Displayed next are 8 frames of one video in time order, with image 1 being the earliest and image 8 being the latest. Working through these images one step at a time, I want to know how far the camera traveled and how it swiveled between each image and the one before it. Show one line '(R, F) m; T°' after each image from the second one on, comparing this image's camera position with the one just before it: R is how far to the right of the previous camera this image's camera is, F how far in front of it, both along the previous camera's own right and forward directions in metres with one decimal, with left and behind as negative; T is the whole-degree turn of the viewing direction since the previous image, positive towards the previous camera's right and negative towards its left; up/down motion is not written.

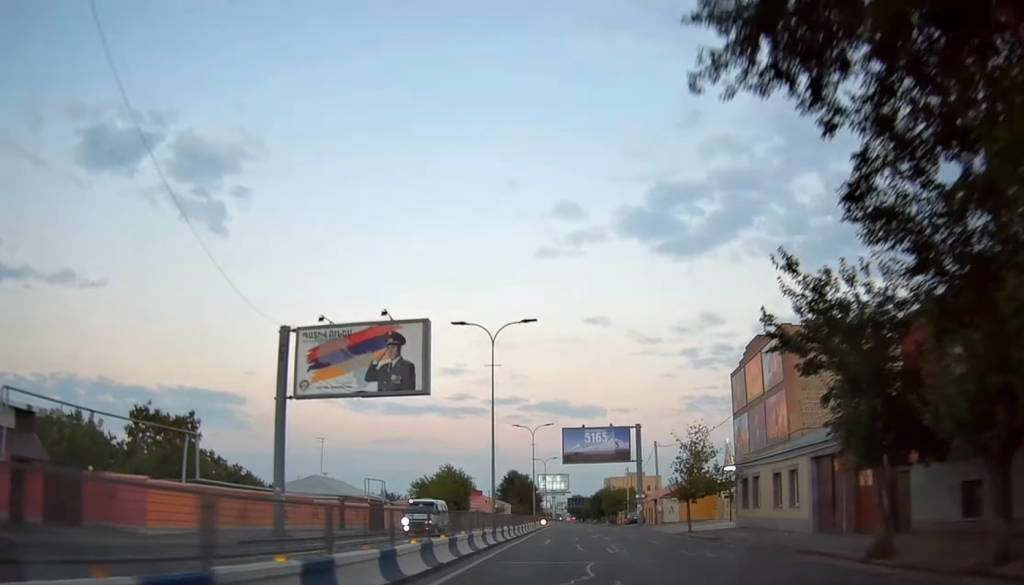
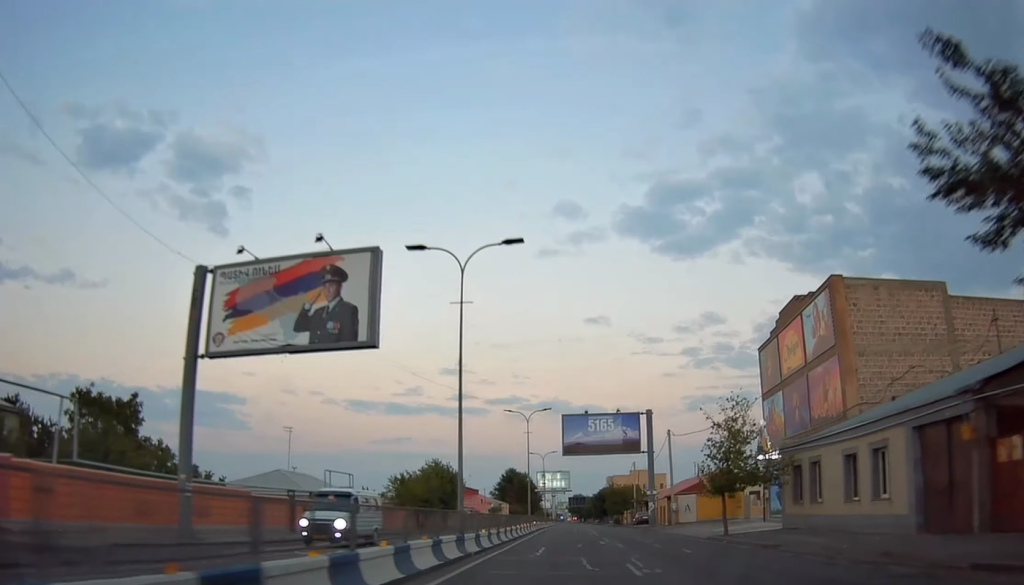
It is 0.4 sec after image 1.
(0.0, +8.6) m; -1°
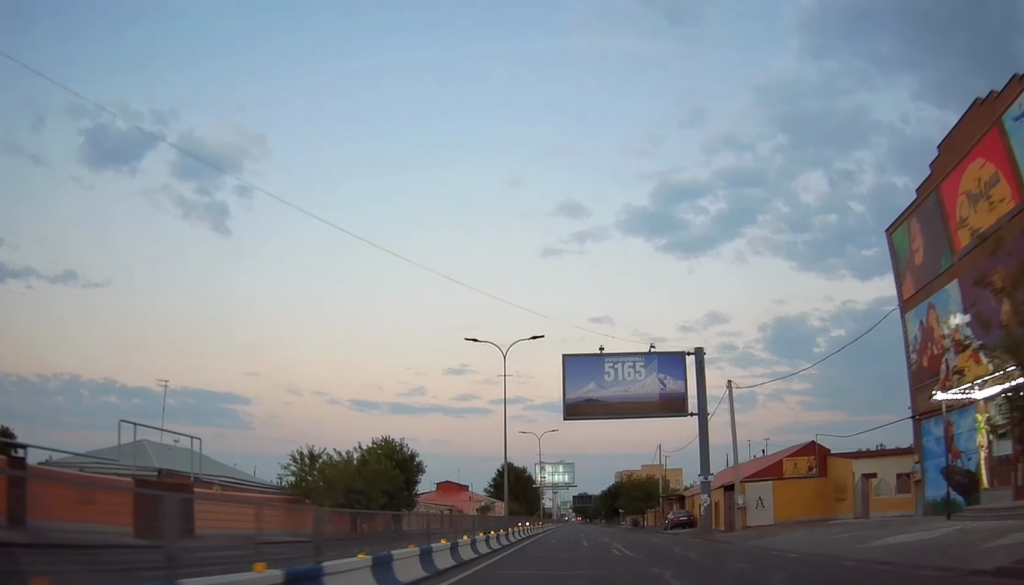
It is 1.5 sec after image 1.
(-0.2, +21.3) m; -1°
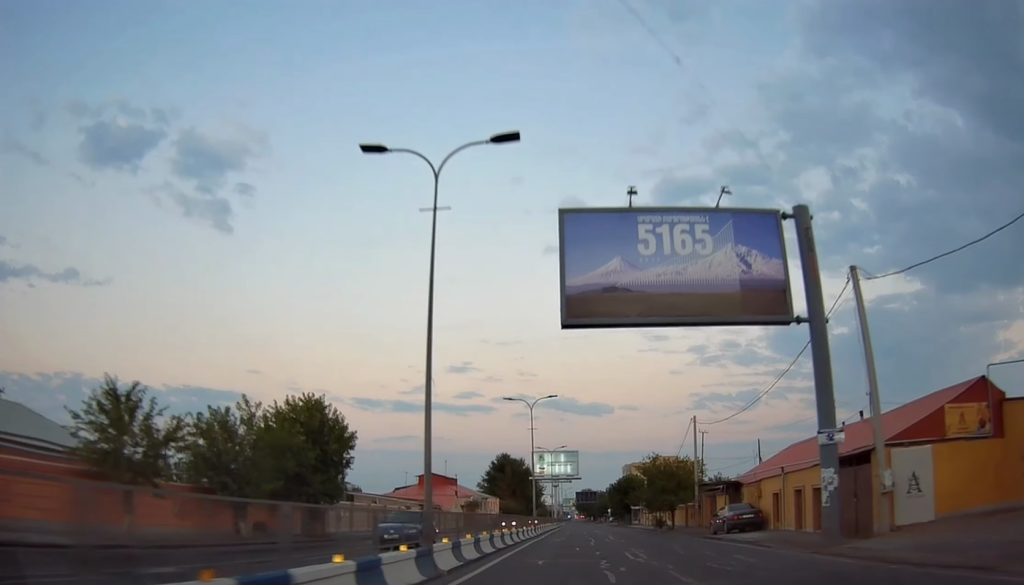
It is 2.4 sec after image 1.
(-0.3, +16.7) m; 0°
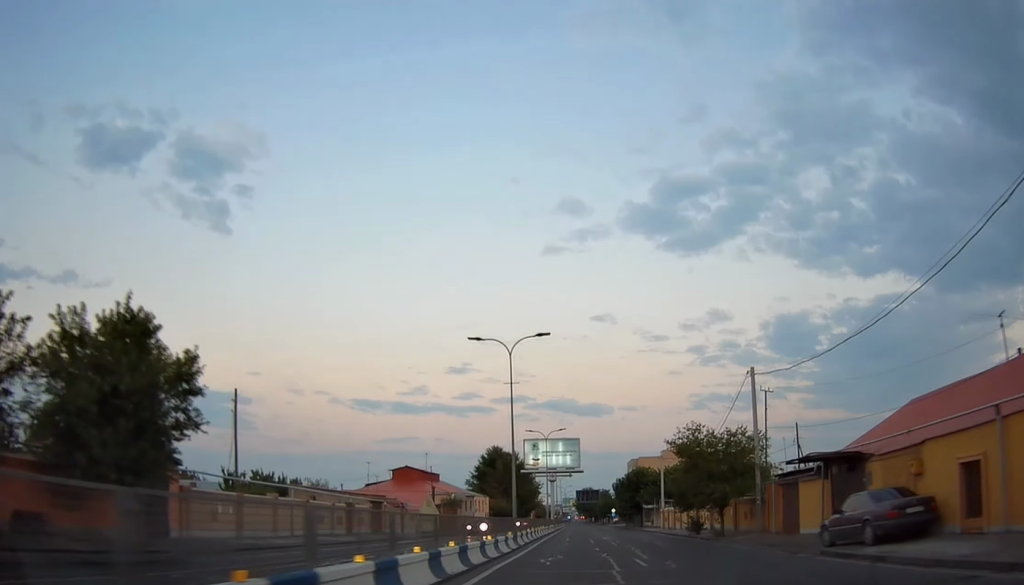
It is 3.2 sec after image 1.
(+0.4, +15.6) m; 0°
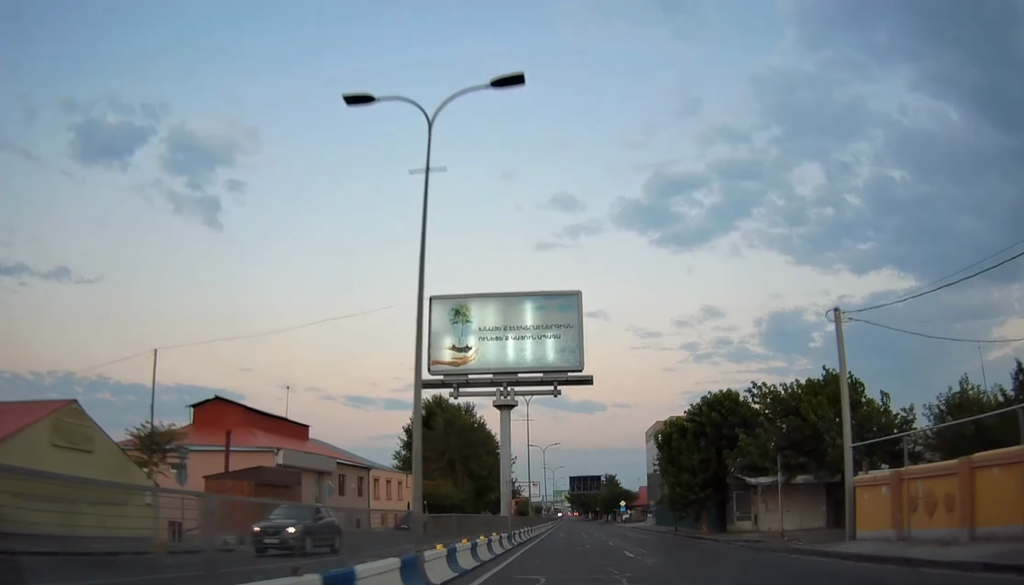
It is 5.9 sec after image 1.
(+0.3, +48.7) m; +2°
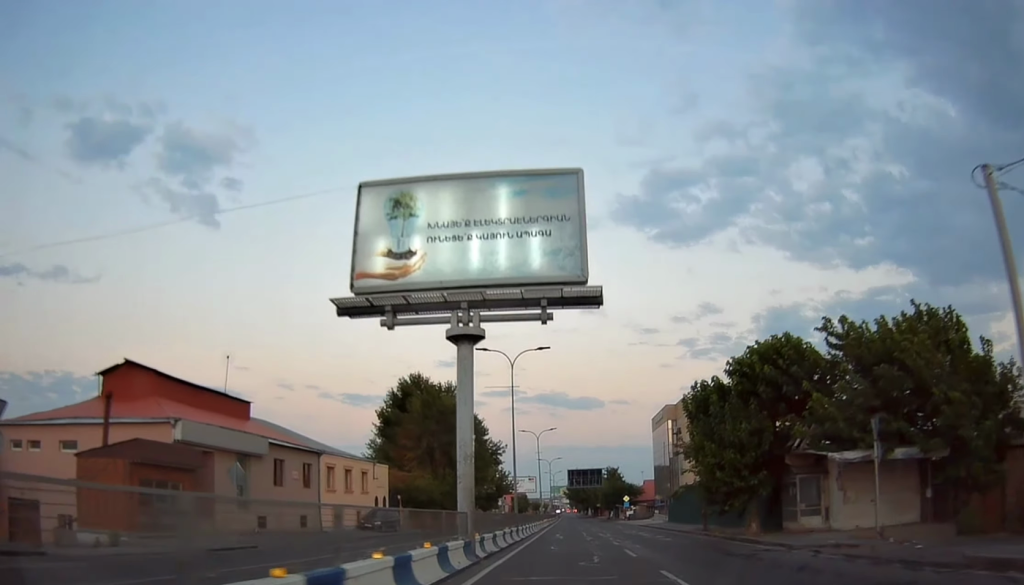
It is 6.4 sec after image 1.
(0.0, +10.1) m; 0°
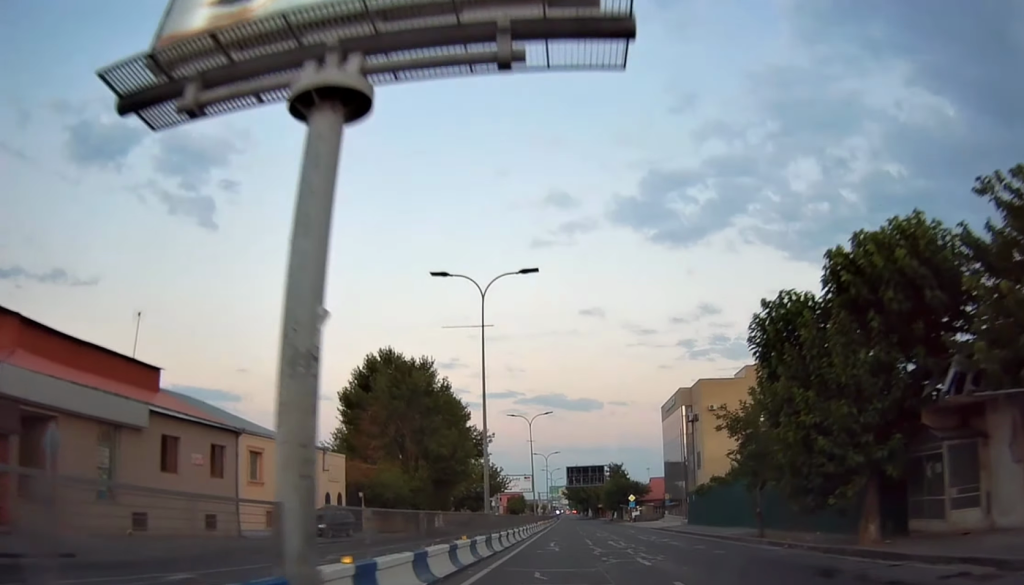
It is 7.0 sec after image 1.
(0.0, +10.6) m; 0°
